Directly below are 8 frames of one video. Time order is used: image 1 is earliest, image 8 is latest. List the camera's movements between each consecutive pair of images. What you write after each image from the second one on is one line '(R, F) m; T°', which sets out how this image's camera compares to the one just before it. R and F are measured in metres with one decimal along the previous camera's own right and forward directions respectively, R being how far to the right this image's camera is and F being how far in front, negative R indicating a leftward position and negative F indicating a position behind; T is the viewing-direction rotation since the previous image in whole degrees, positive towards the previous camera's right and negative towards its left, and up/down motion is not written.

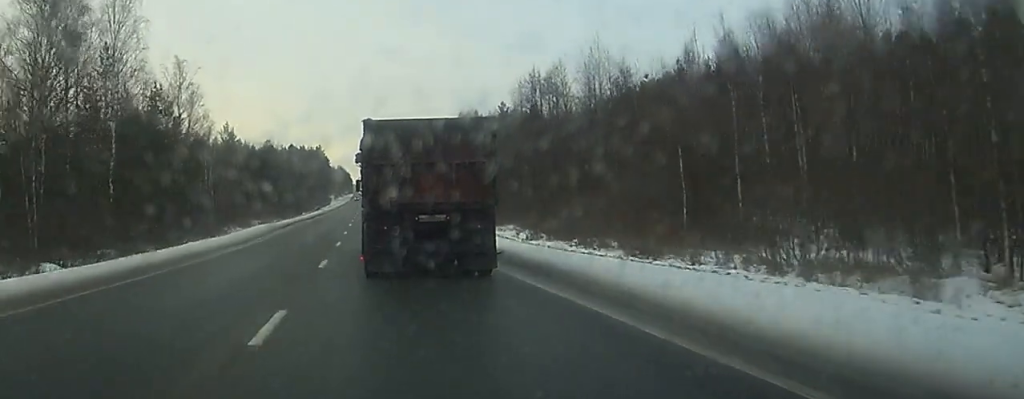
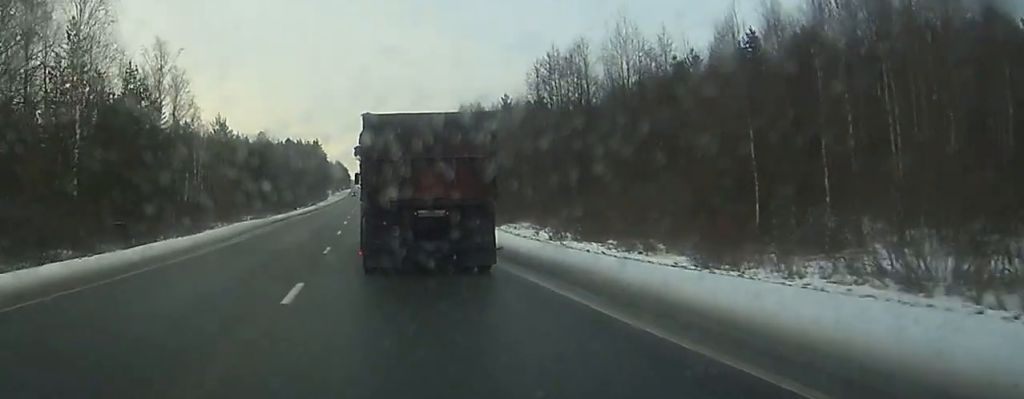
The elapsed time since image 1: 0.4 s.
(0.0, +9.0) m; 0°
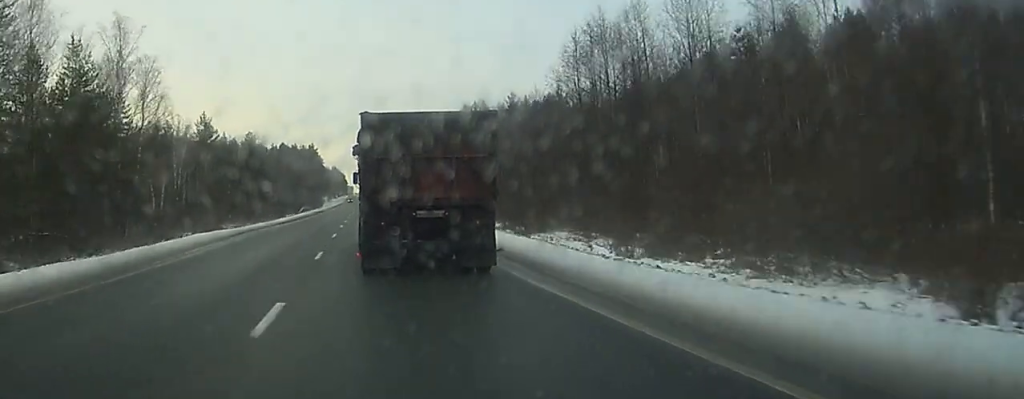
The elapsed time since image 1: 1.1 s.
(+0.1, +14.7) m; 0°
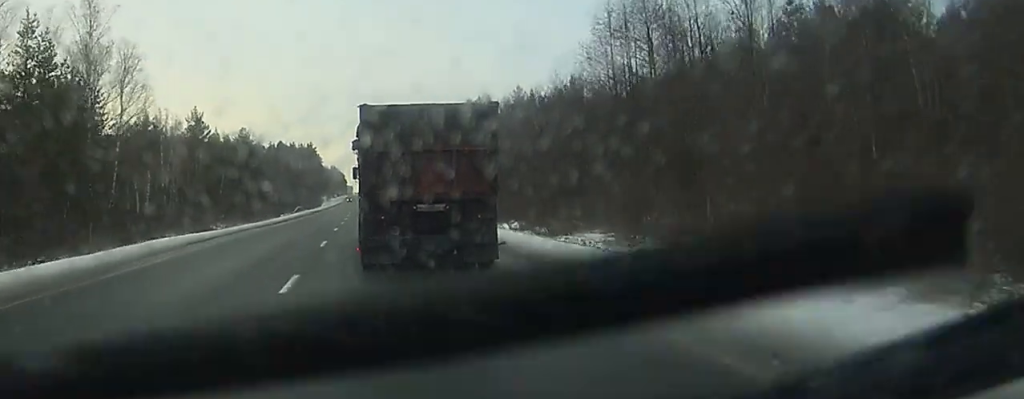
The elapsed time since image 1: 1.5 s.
(0.0, +8.5) m; 0°
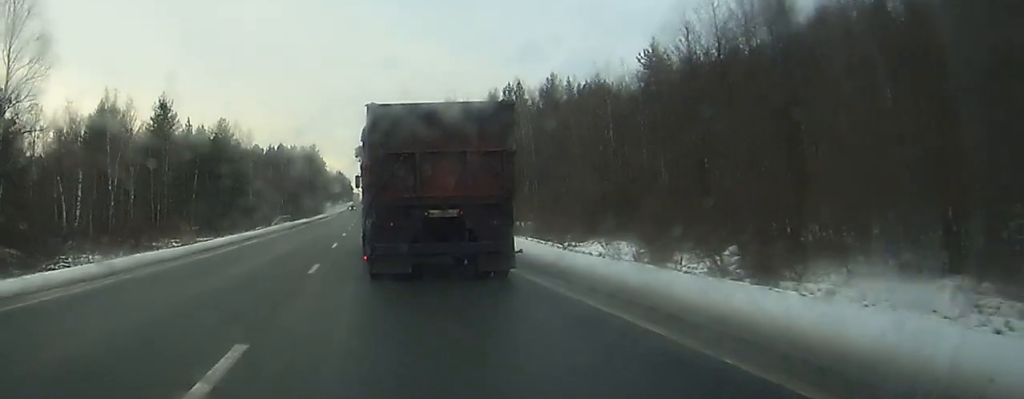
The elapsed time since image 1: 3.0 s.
(+0.1, +30.7) m; 0°
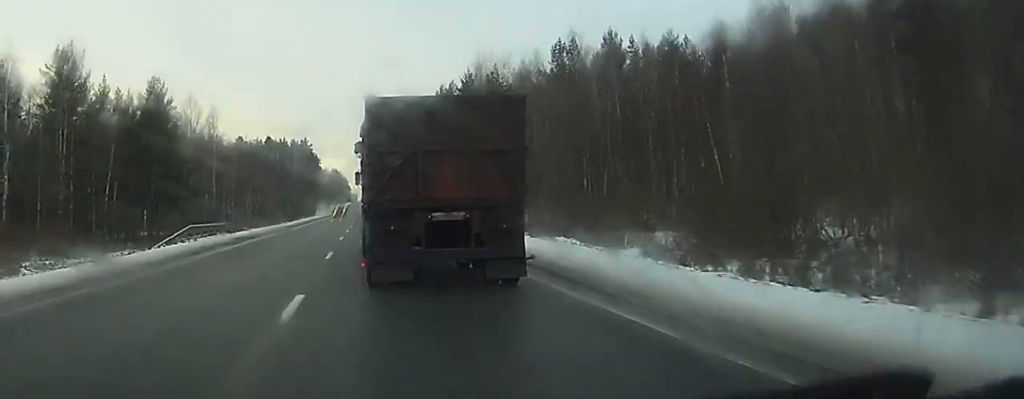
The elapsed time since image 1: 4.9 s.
(-0.1, +43.2) m; 0°
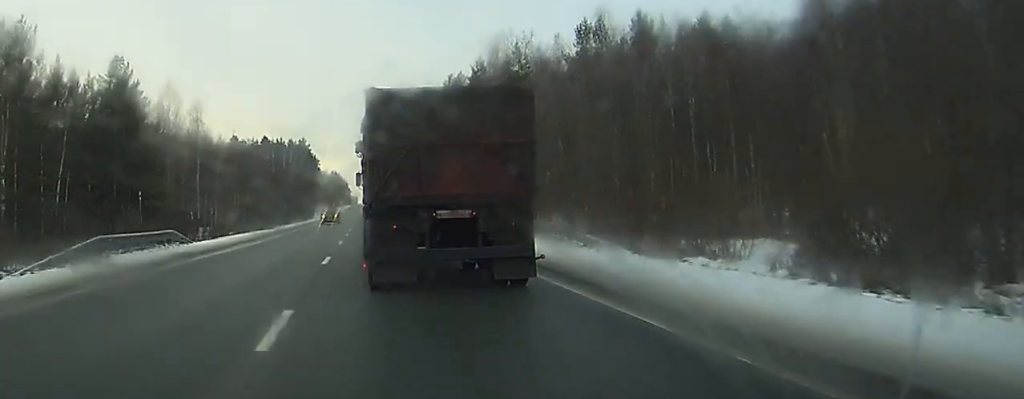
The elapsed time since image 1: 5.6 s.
(0.0, +14.2) m; 0°
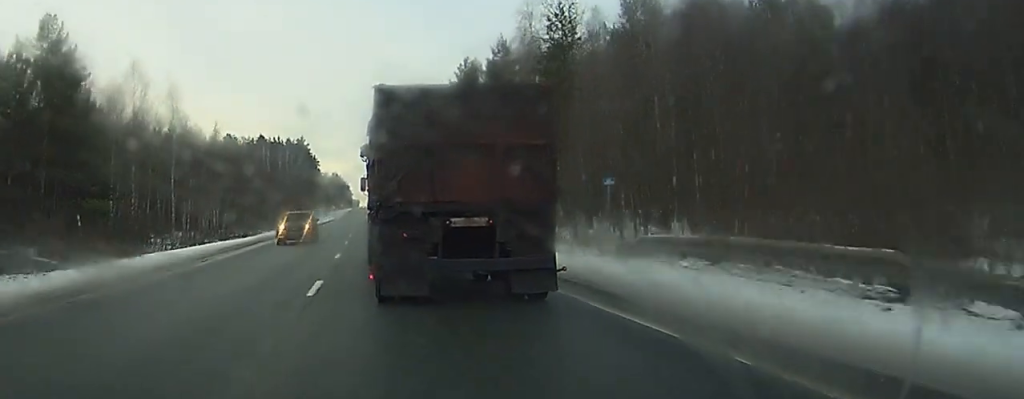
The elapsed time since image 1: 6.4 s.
(+0.3, +18.1) m; -2°
